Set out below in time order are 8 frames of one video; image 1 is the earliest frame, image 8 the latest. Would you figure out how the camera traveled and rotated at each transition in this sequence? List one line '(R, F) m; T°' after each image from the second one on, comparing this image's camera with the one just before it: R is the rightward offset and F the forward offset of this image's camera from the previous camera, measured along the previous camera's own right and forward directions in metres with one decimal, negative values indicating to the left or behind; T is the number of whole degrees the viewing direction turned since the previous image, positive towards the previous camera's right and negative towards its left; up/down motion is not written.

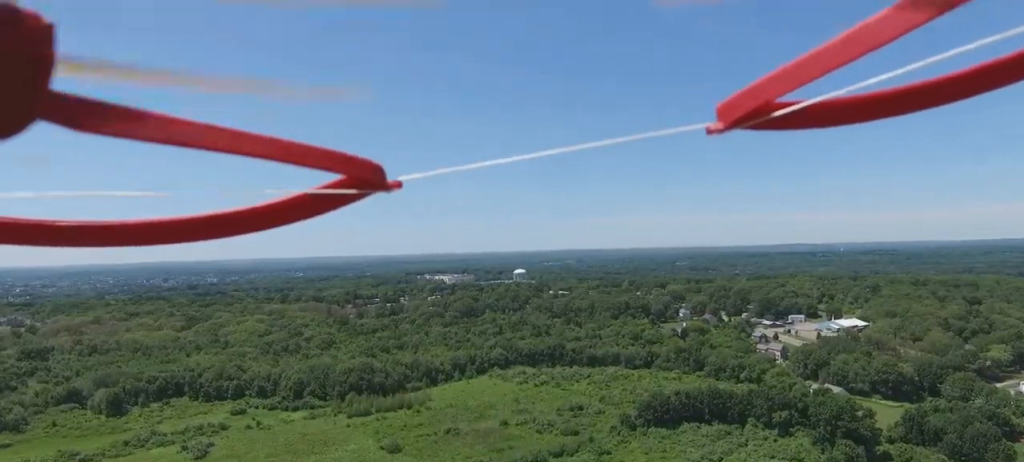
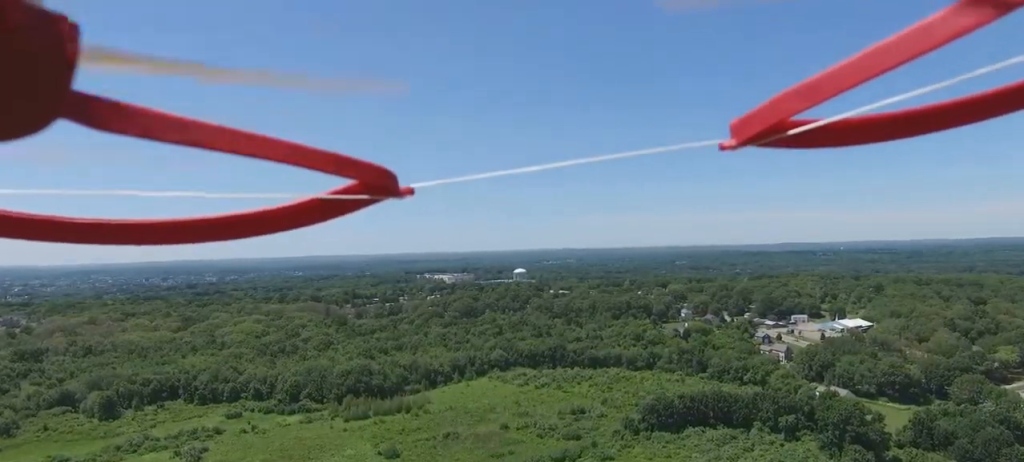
(0.0, +6.1) m; 0°
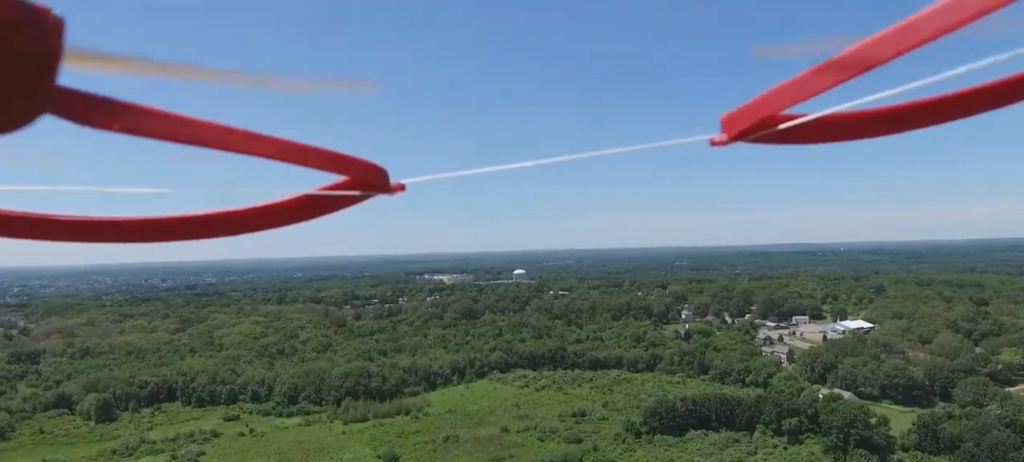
(0.0, +2.8) m; 0°
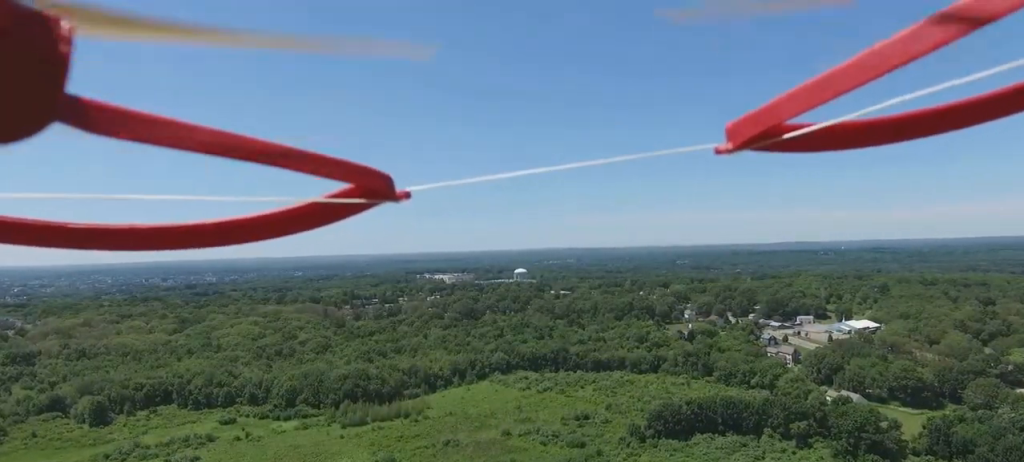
(0.0, +5.9) m; 0°
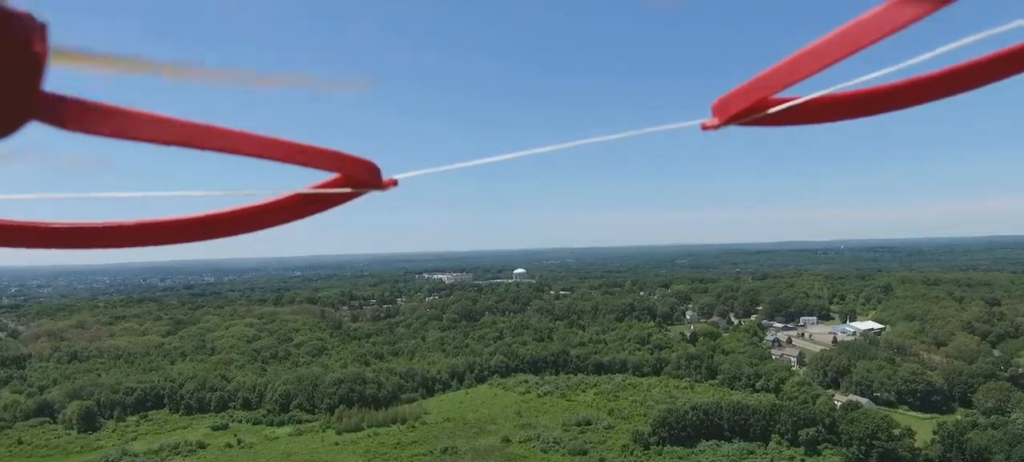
(0.0, +7.8) m; 0°
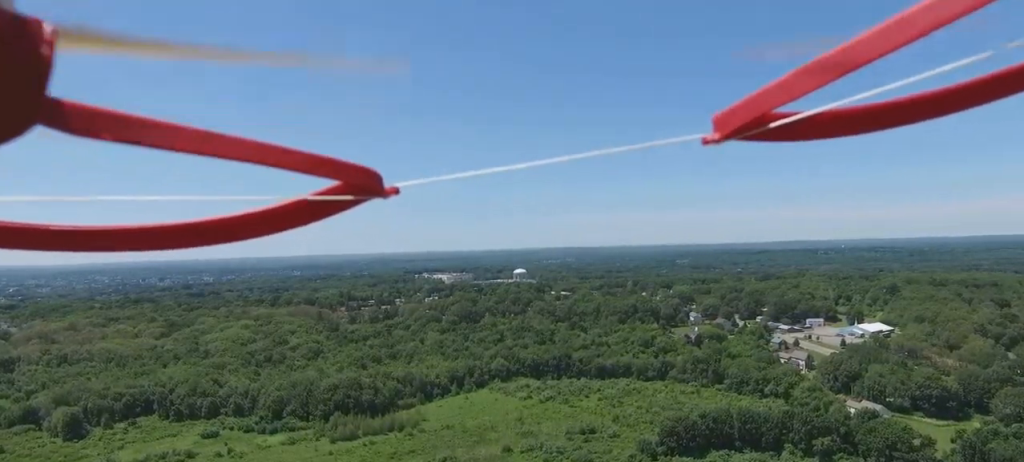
(0.0, +11.4) m; -1°
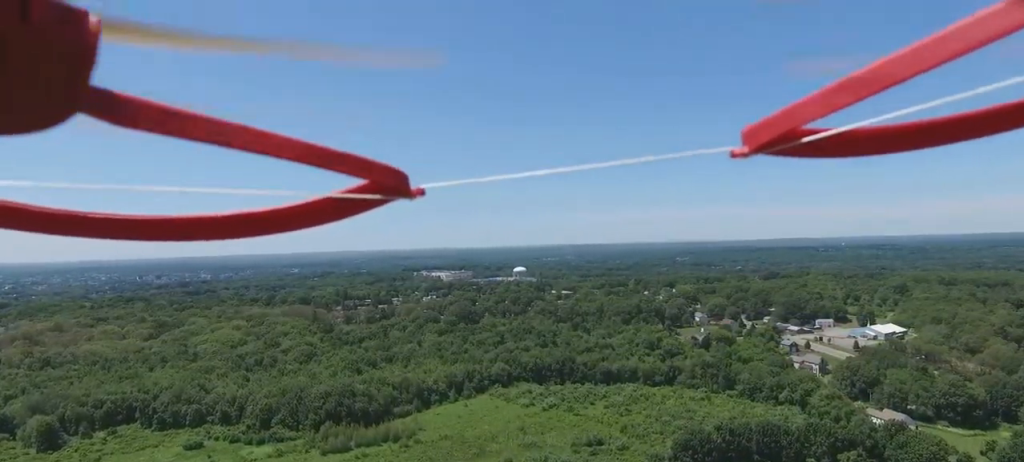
(-0.2, +18.6) m; +1°
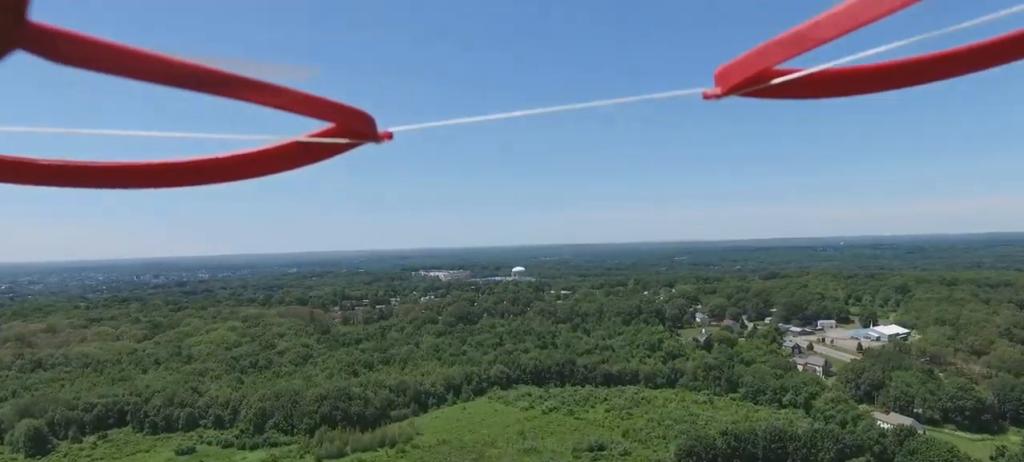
(+0.1, +5.3) m; +1°
